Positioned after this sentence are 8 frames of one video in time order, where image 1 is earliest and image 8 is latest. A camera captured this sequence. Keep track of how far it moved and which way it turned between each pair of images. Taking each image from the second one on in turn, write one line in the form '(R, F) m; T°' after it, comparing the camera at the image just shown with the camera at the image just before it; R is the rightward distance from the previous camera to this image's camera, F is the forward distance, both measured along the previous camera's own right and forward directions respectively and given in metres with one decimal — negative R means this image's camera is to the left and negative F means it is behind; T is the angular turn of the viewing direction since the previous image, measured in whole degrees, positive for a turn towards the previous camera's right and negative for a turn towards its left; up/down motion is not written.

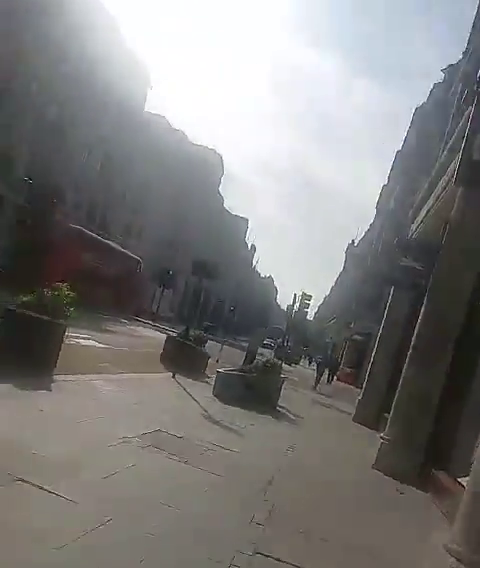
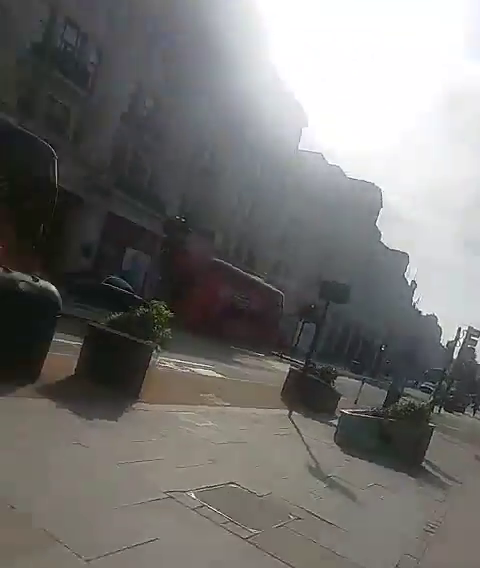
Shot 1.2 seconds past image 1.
(-0.2, +2.1) m; -8°
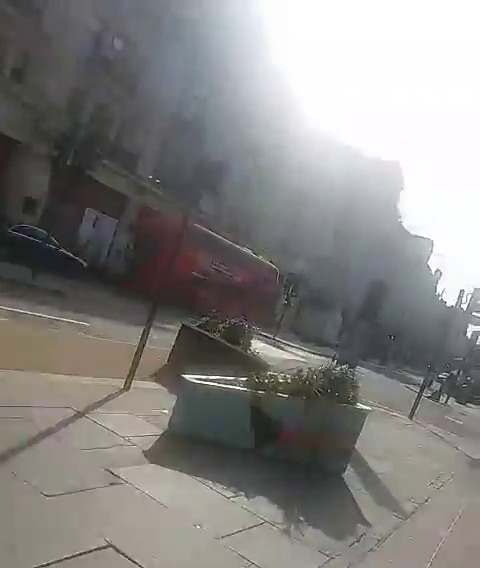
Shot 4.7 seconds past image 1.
(-0.3, +5.7) m; -2°
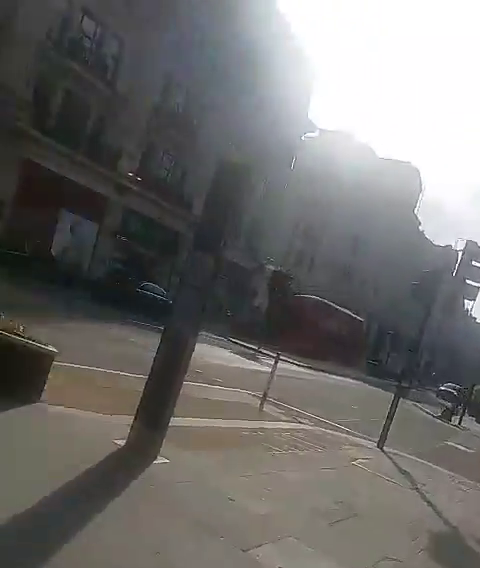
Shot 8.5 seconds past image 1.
(-0.3, +7.1) m; -6°
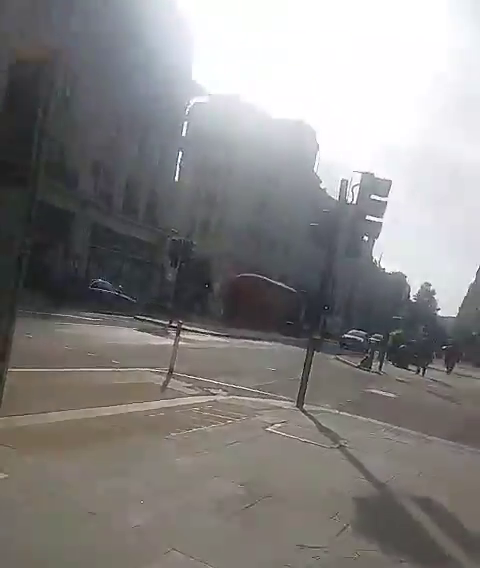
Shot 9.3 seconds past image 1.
(-0.1, +1.5) m; 0°
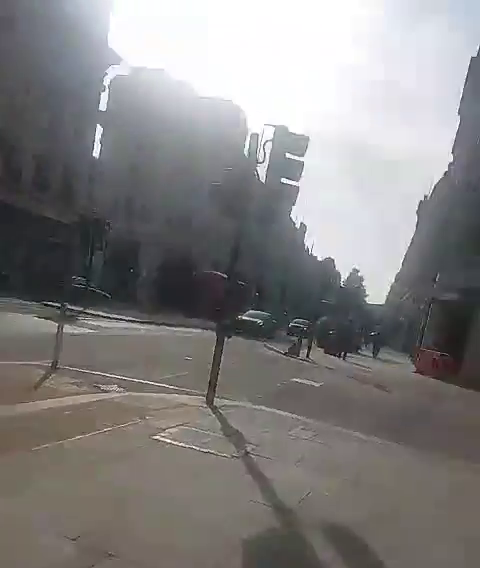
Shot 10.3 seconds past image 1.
(-0.1, +1.8) m; +2°
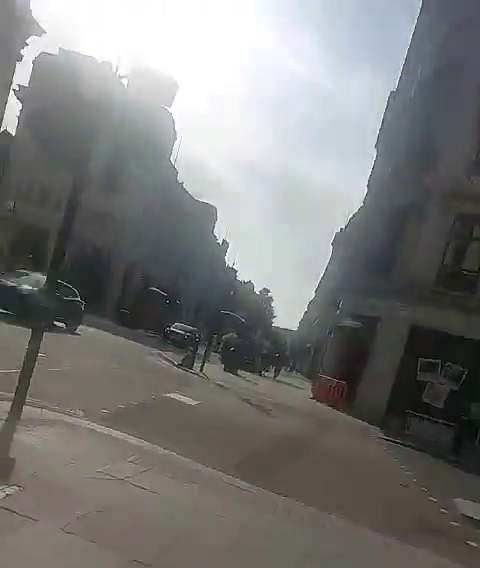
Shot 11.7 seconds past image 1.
(+0.1, +2.4) m; +10°
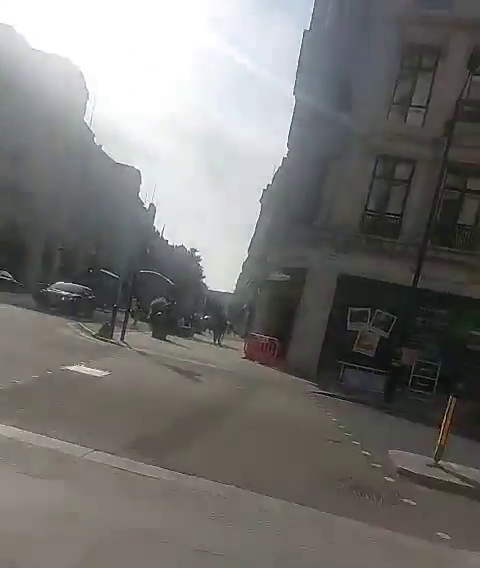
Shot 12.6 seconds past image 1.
(+0.2, +1.8) m; +4°
